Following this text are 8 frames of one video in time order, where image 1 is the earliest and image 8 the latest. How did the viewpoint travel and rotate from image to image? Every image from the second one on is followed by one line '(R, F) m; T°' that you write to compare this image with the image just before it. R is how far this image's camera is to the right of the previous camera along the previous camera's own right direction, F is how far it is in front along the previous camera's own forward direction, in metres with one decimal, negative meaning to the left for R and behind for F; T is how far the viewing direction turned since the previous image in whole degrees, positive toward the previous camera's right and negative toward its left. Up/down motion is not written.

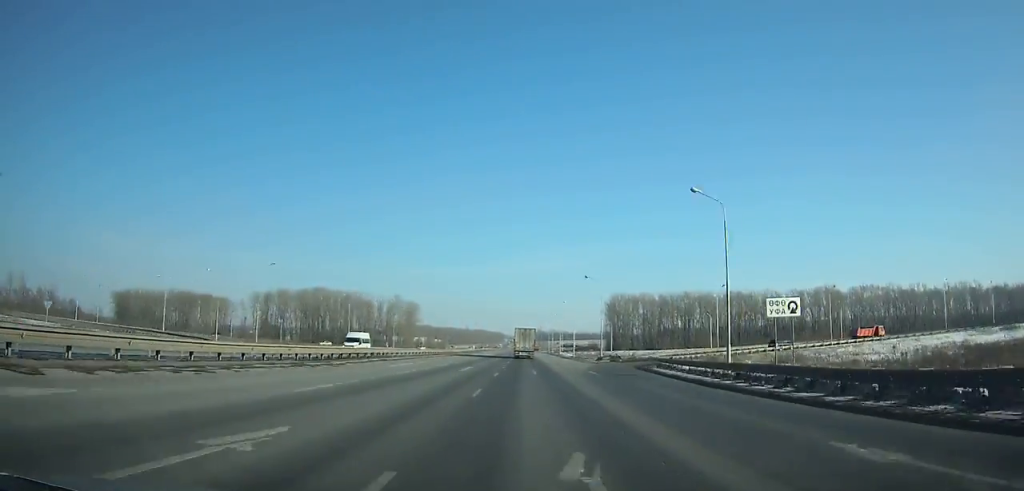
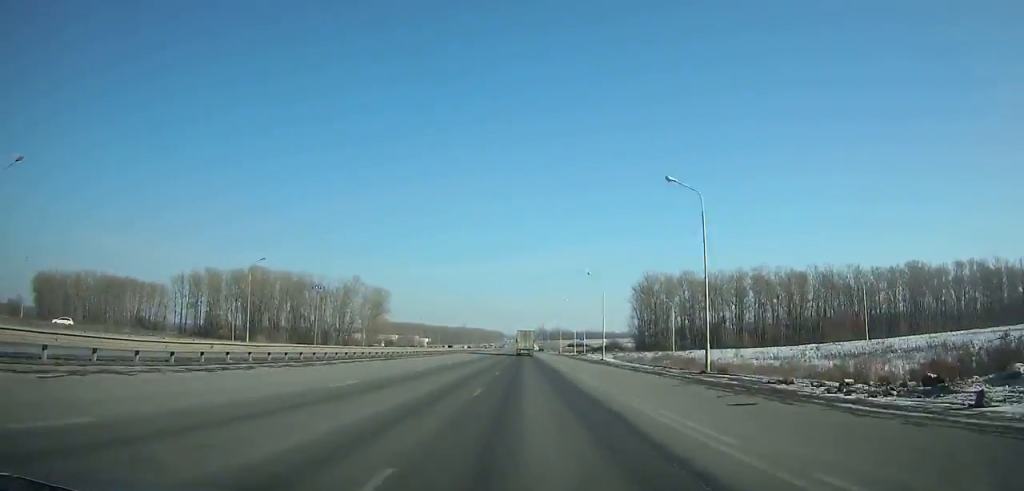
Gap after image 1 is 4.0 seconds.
(-0.6, +83.8) m; -1°
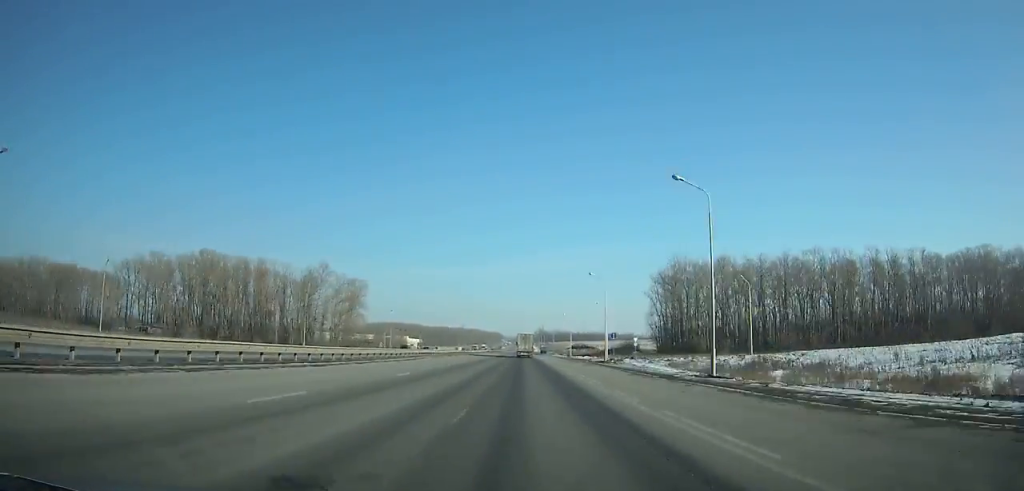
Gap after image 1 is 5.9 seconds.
(0.0, +42.3) m; 0°
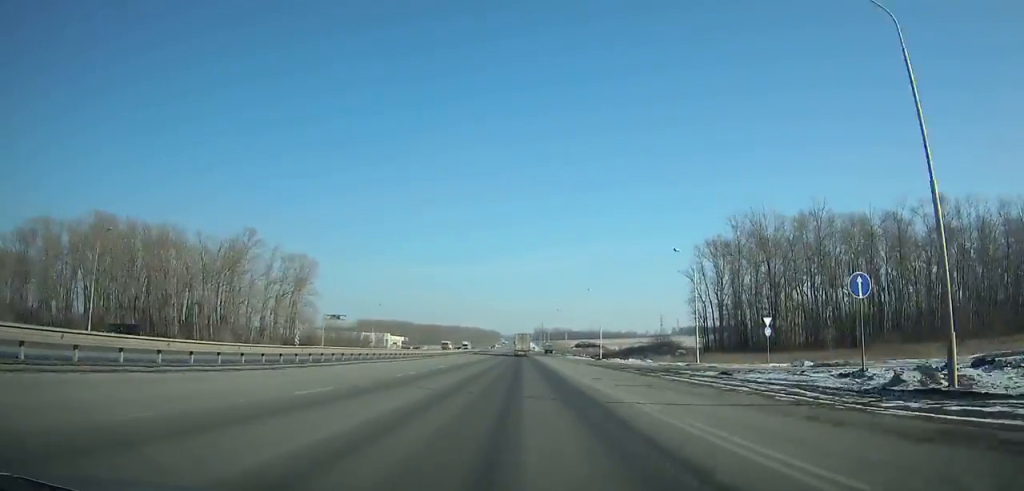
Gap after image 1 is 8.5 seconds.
(-0.1, +59.3) m; 0°
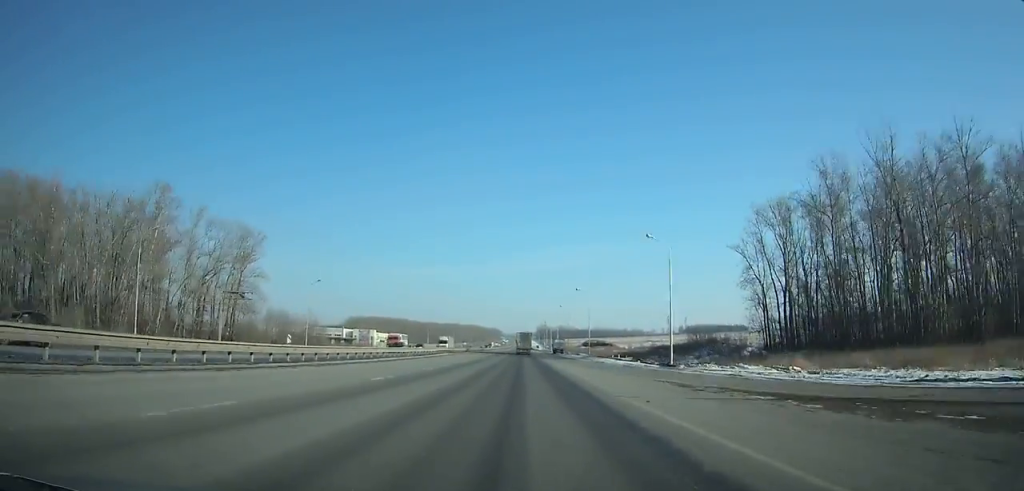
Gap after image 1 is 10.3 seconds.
(-0.1, +42.0) m; 0°
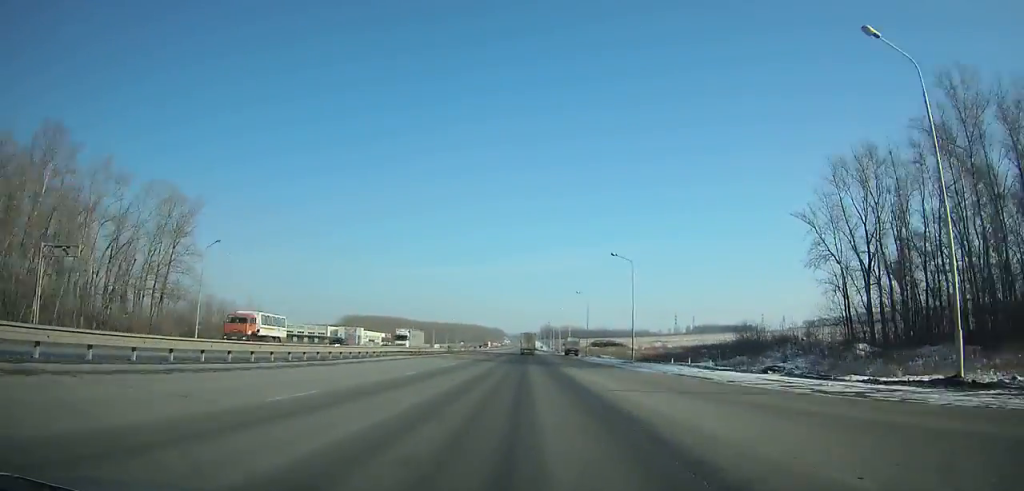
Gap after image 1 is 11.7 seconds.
(-0.1, +33.2) m; 0°
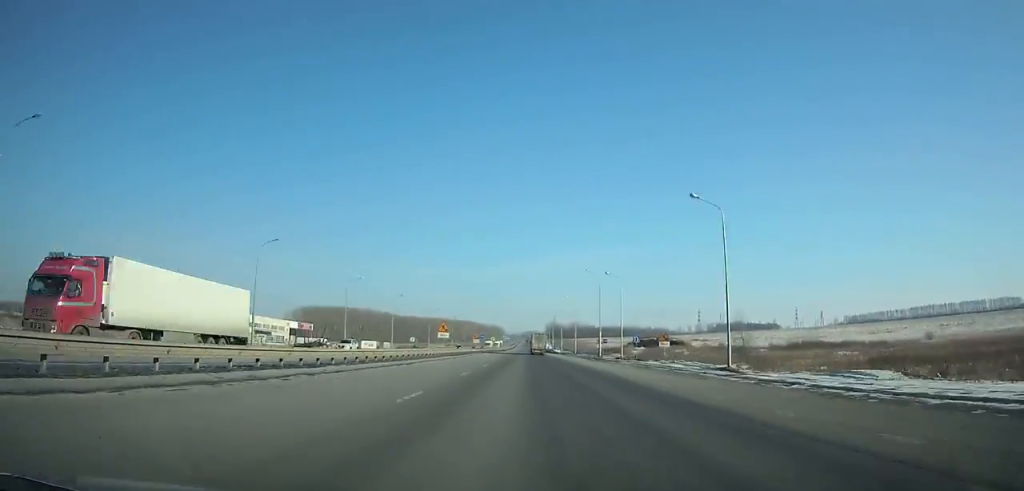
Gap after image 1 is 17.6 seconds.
(0.0, +144.1) m; 0°
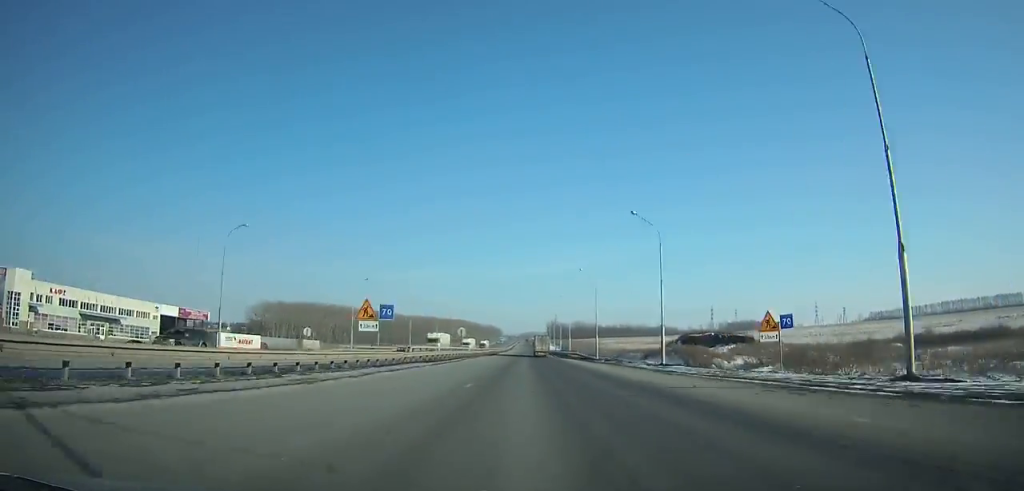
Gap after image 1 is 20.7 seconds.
(0.0, +78.4) m; 0°
